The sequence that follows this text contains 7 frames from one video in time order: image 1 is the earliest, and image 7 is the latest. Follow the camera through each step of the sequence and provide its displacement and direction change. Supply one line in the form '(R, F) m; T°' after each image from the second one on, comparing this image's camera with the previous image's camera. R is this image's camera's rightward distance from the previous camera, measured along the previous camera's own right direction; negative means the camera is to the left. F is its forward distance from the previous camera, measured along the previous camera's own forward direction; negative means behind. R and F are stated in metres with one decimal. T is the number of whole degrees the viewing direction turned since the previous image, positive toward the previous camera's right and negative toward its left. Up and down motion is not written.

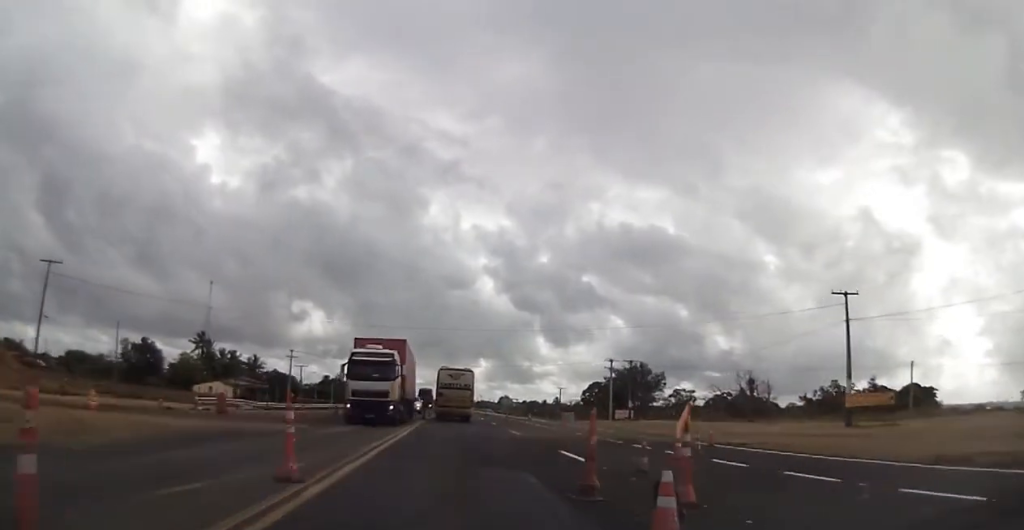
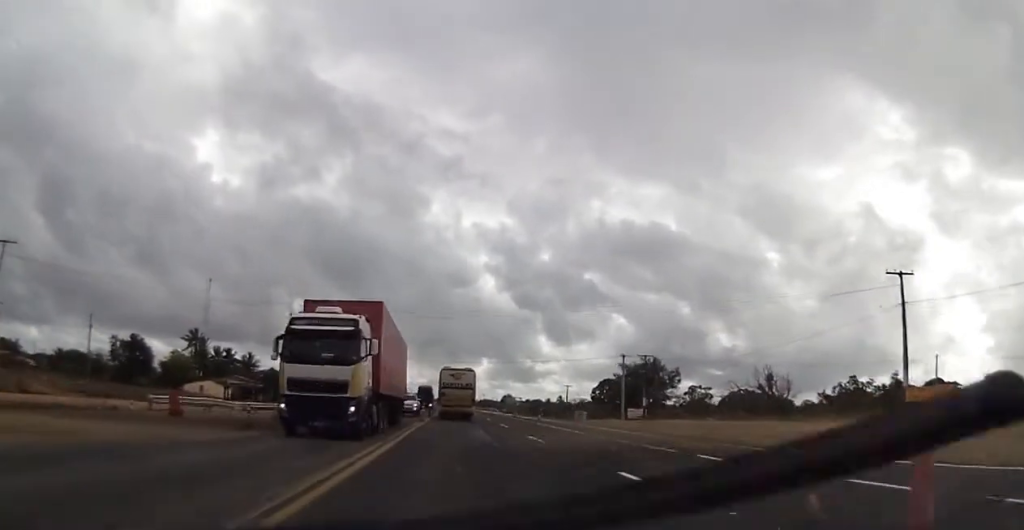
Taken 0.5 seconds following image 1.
(-0.1, +6.3) m; 0°
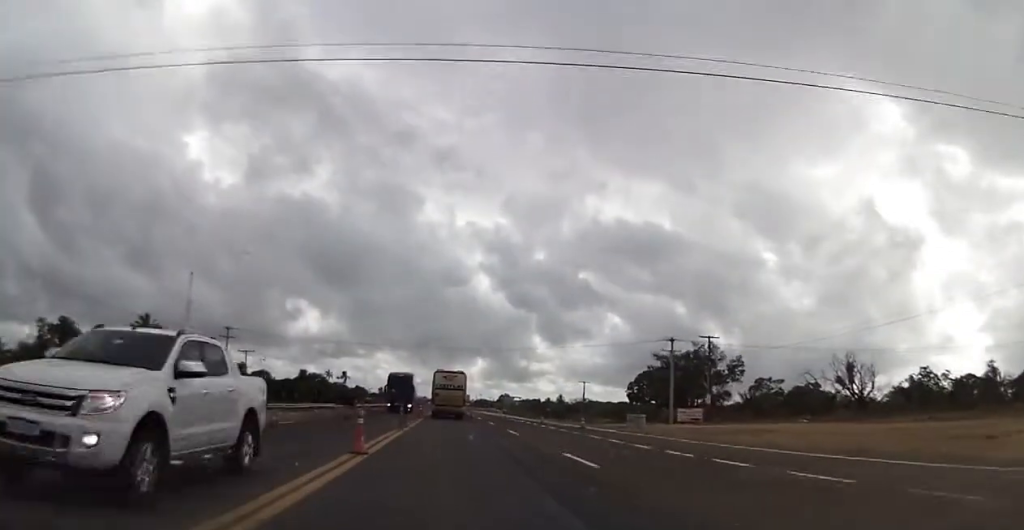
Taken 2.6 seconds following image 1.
(+0.4, +25.1) m; +2°
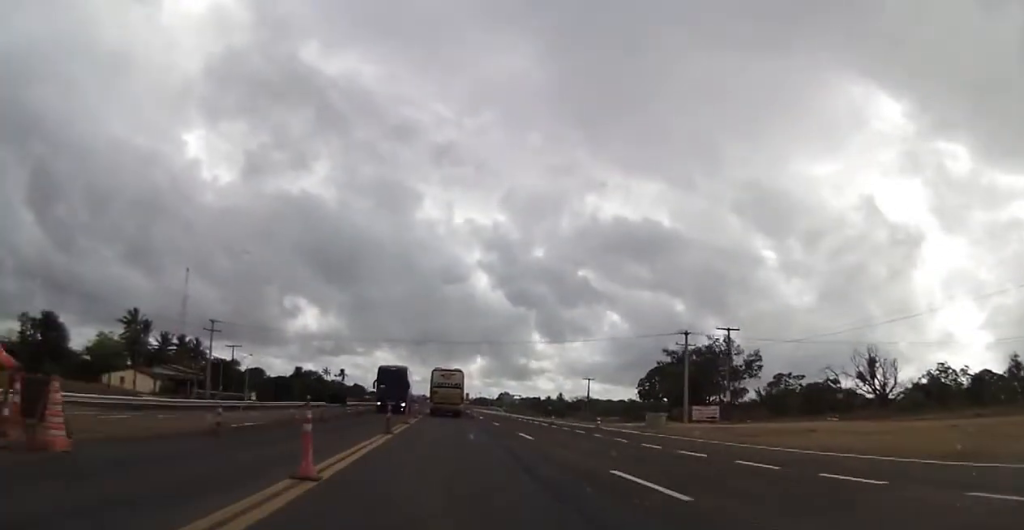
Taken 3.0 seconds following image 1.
(+0.1, +5.0) m; 0°
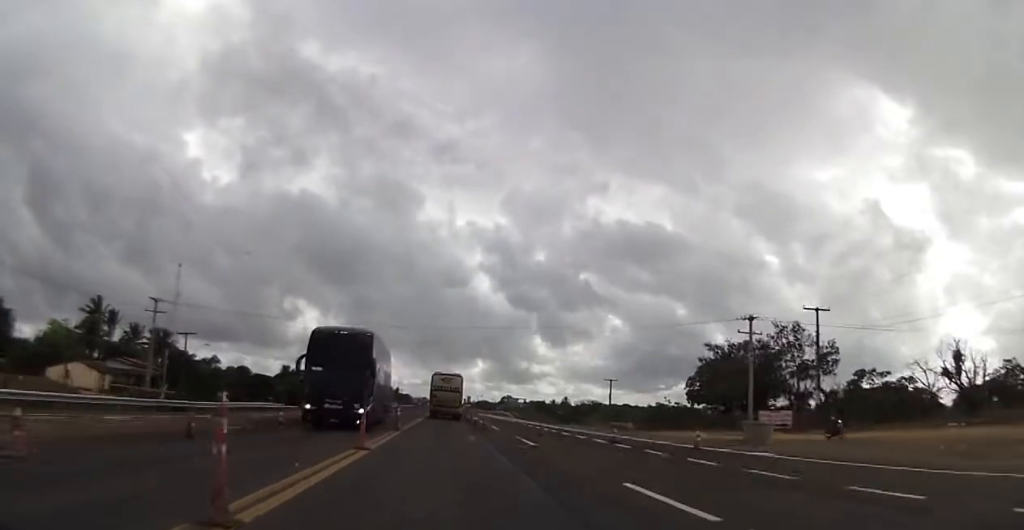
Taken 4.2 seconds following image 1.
(-0.2, +16.1) m; -1°
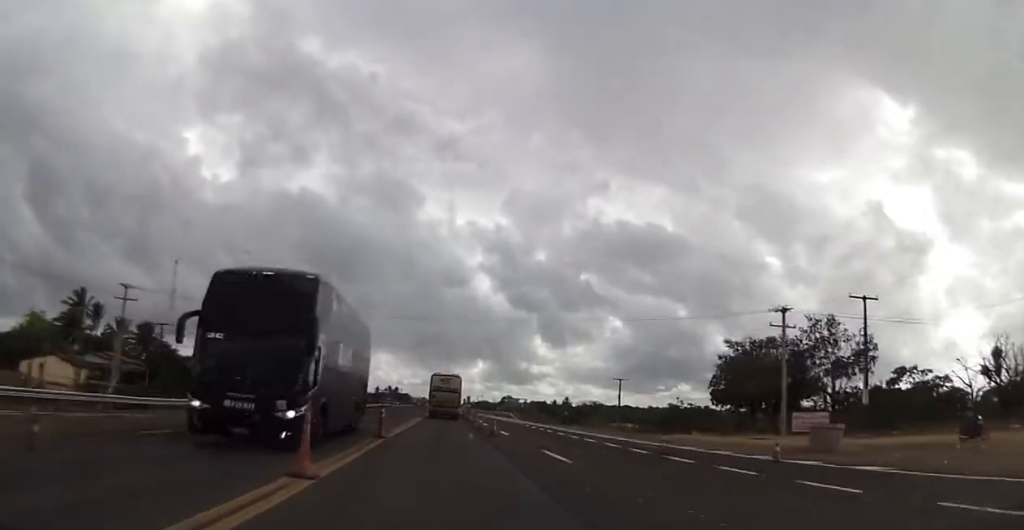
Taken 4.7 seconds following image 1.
(0.0, +6.4) m; 0°
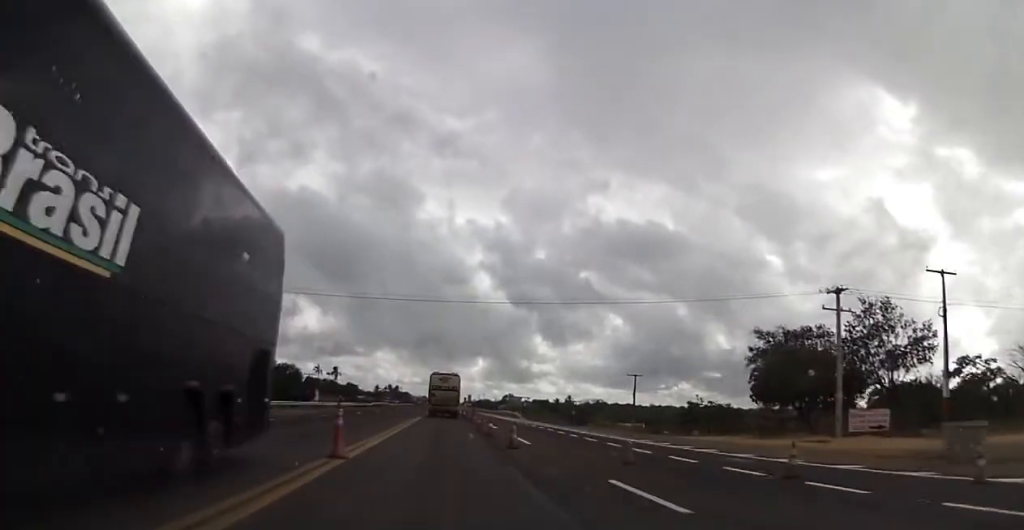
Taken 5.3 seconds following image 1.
(0.0, +8.3) m; 0°
